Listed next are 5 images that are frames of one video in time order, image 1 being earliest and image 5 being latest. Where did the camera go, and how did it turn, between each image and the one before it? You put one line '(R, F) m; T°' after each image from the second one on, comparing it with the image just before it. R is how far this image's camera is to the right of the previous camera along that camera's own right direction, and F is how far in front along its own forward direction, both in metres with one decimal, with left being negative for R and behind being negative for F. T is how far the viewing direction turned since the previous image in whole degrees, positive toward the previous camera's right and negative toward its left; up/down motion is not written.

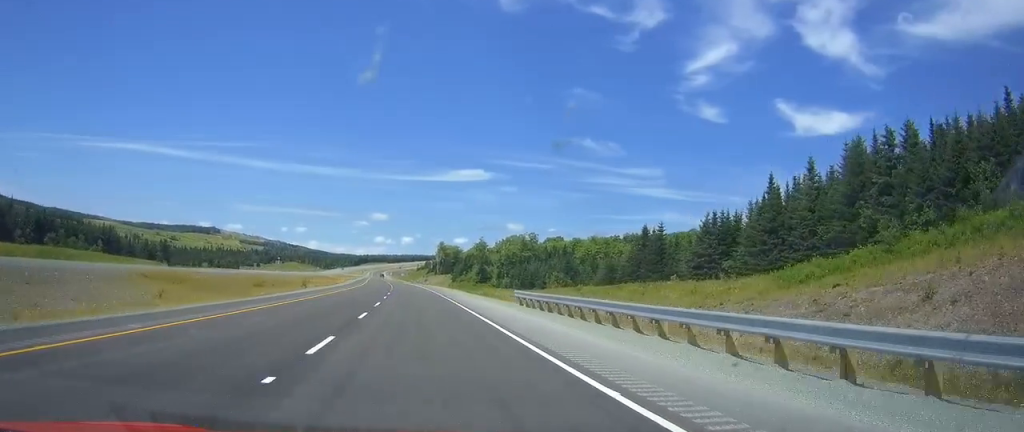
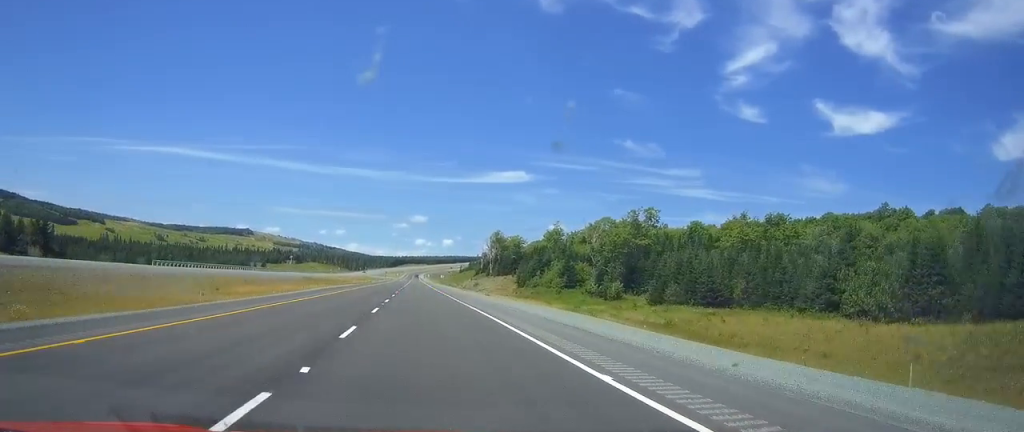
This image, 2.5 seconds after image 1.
(-2.8, +79.6) m; -4°
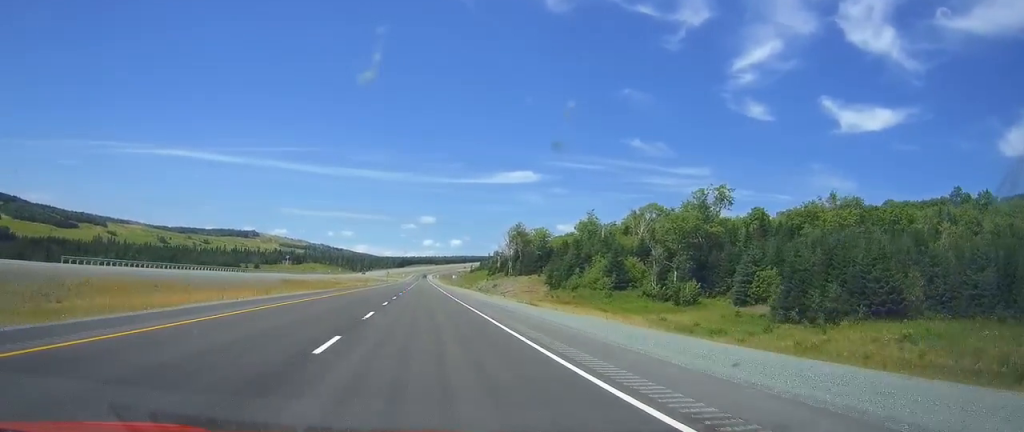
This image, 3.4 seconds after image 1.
(-0.3, +30.0) m; -1°
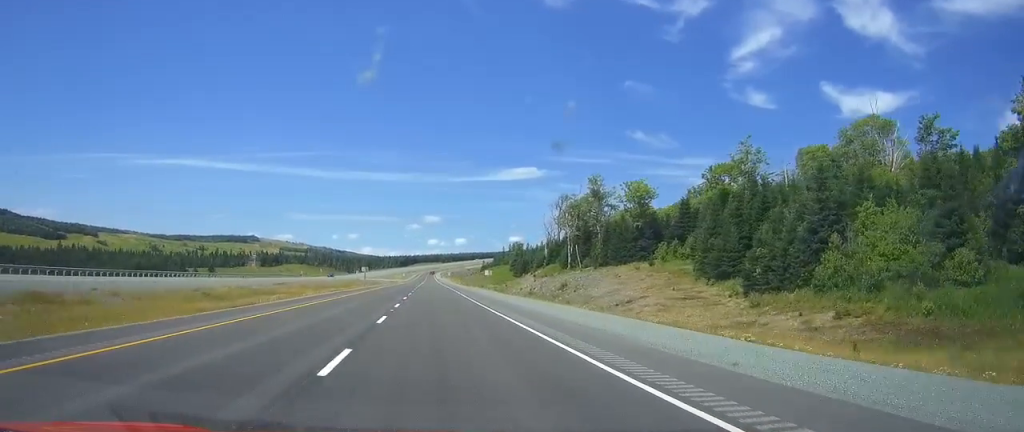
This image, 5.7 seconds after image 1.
(-0.6, +75.2) m; 0°
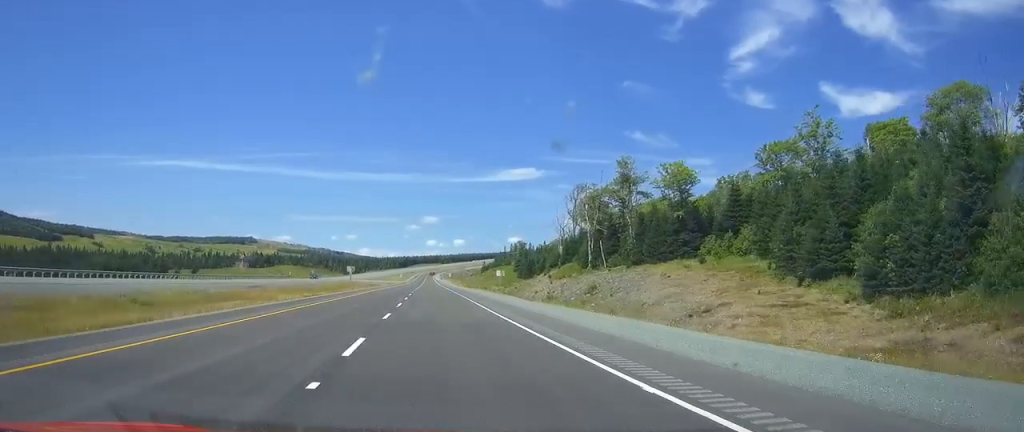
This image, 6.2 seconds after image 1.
(0.0, +16.2) m; 0°
